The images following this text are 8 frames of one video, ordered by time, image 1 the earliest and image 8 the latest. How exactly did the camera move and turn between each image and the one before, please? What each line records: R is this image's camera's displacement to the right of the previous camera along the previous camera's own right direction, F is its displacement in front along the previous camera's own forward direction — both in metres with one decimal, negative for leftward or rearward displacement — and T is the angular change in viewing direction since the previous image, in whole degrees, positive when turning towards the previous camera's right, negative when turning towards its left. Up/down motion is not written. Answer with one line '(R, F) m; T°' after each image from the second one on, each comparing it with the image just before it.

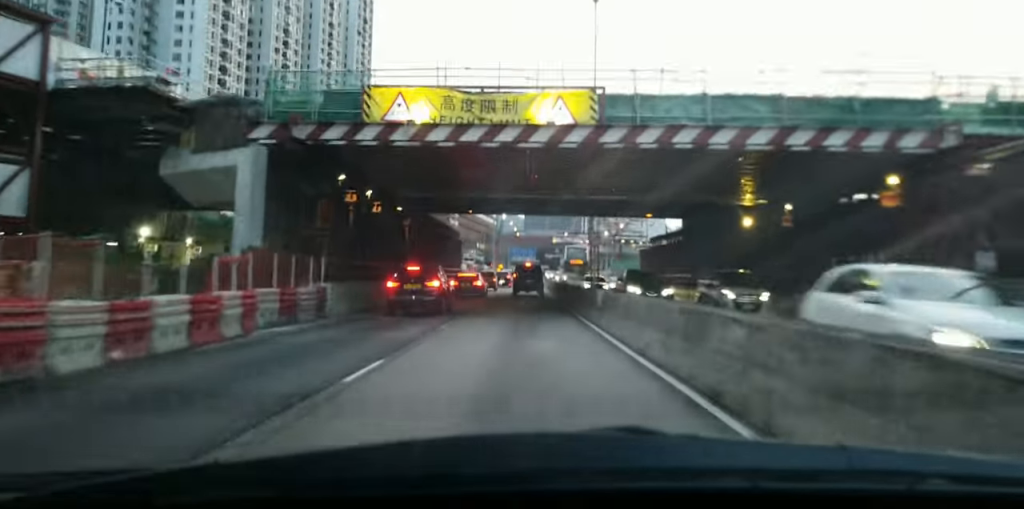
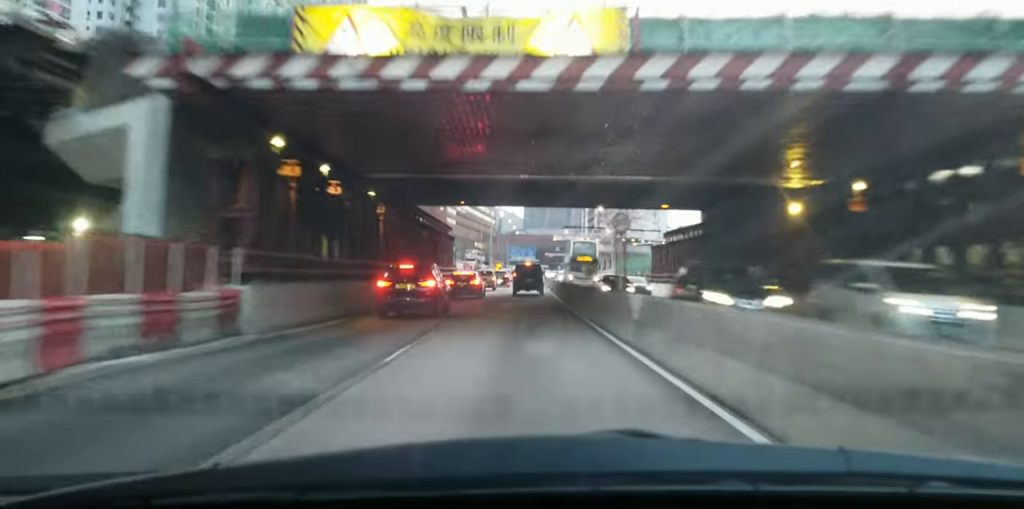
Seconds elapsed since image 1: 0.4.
(0.0, +7.0) m; 0°
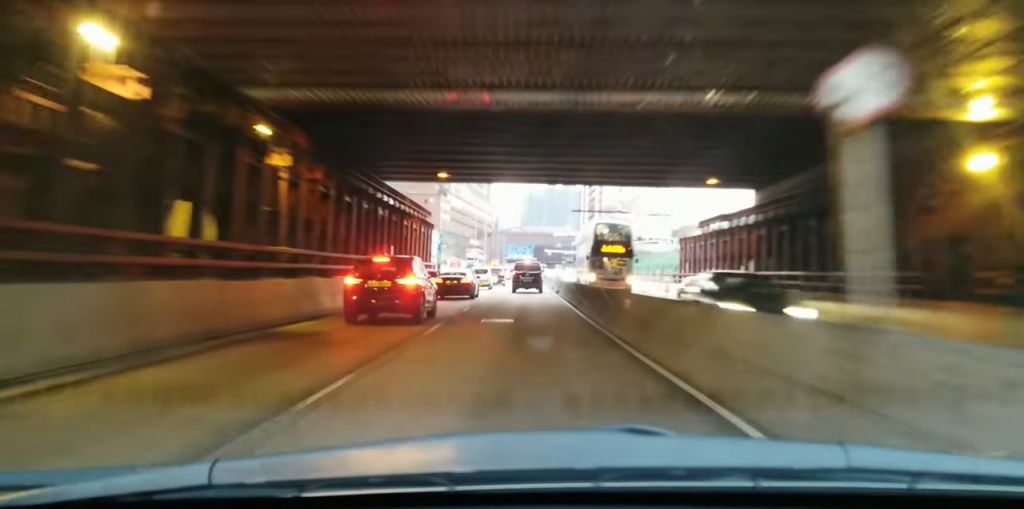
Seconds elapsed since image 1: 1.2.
(0.0, +13.2) m; 0°
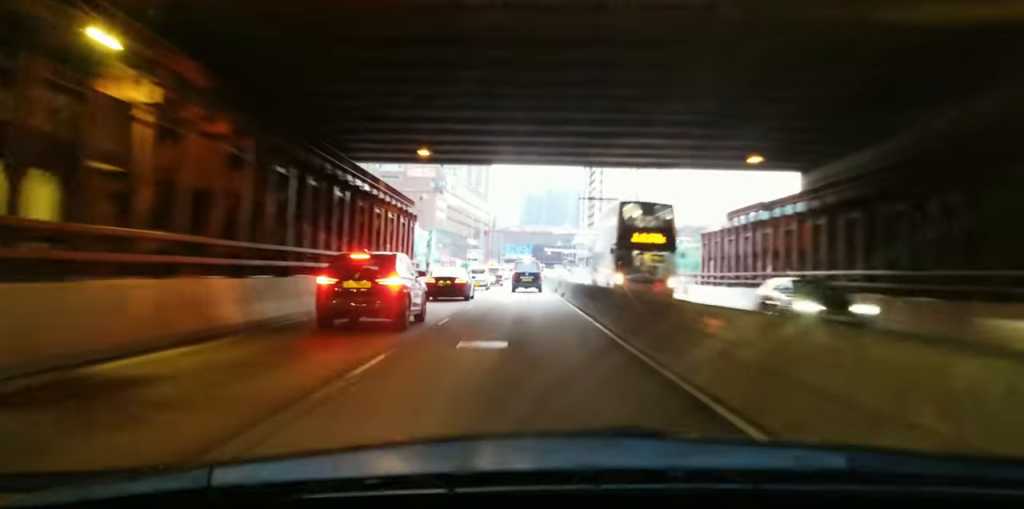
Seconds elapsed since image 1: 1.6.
(0.0, +7.6) m; 0°
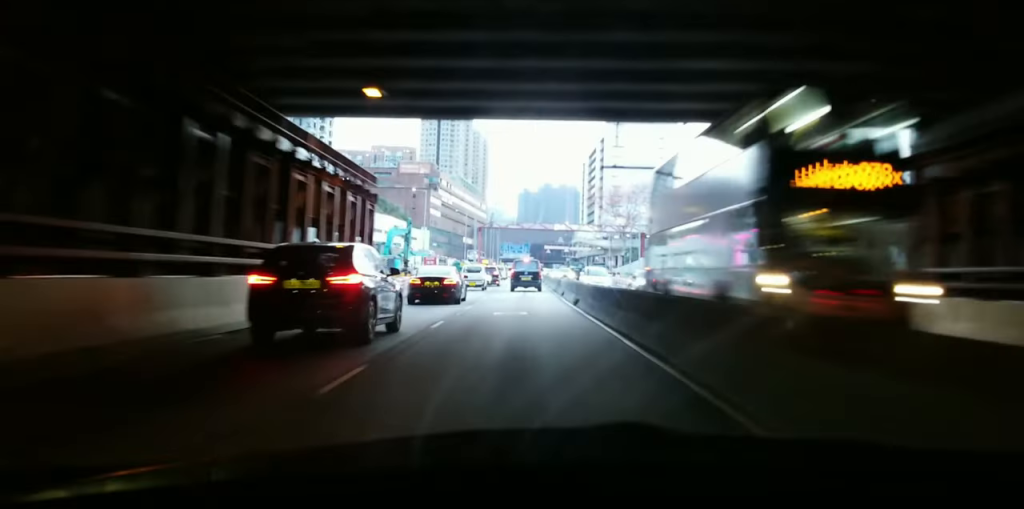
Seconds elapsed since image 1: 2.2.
(0.0, +11.1) m; 0°
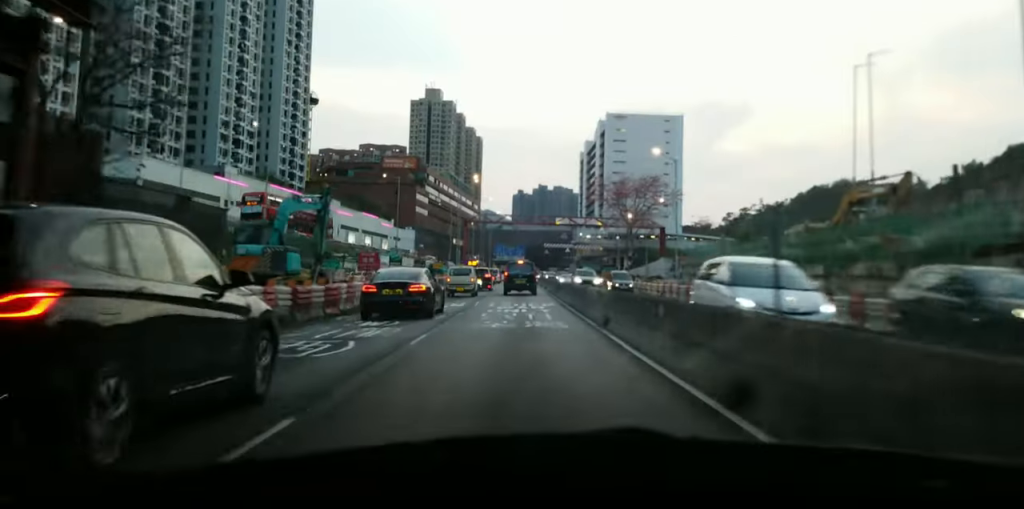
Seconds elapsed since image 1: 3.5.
(0.0, +21.3) m; 0°
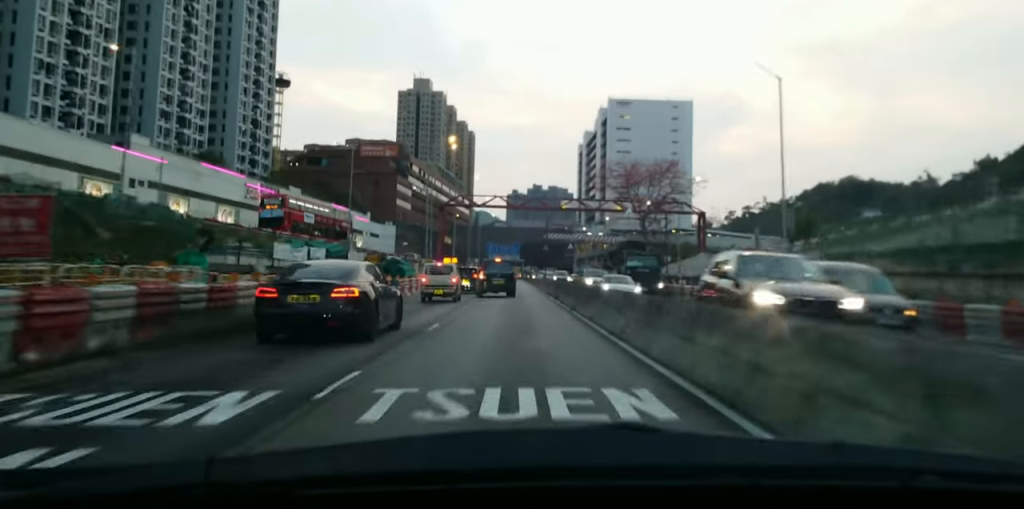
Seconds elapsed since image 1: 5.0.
(0.0, +24.7) m; +1°
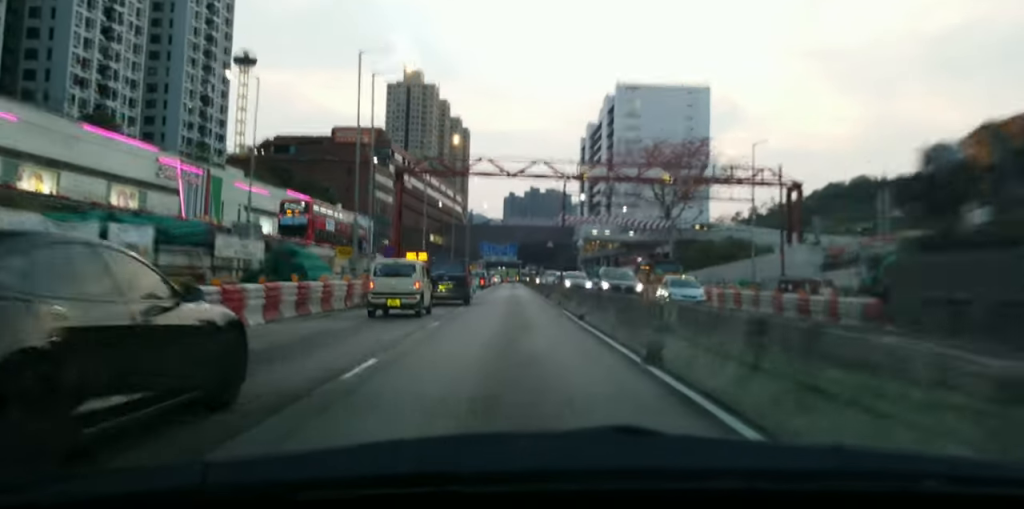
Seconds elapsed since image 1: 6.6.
(+0.5, +26.2) m; 0°
